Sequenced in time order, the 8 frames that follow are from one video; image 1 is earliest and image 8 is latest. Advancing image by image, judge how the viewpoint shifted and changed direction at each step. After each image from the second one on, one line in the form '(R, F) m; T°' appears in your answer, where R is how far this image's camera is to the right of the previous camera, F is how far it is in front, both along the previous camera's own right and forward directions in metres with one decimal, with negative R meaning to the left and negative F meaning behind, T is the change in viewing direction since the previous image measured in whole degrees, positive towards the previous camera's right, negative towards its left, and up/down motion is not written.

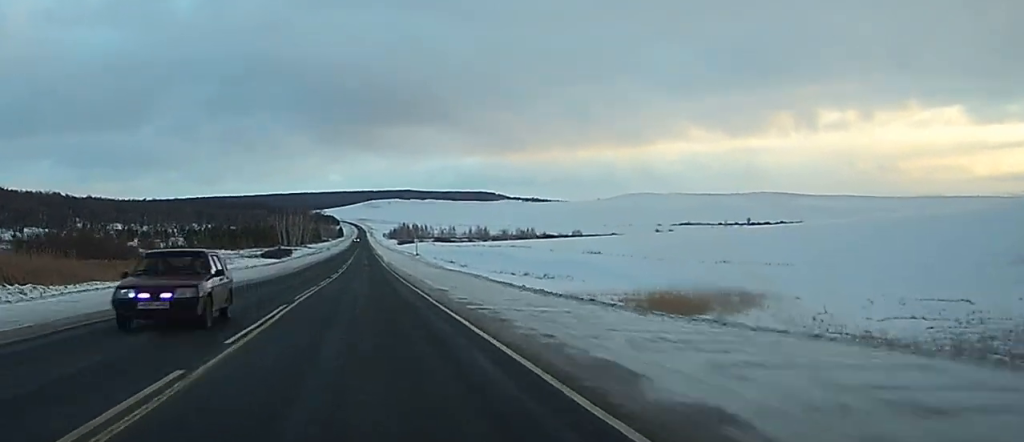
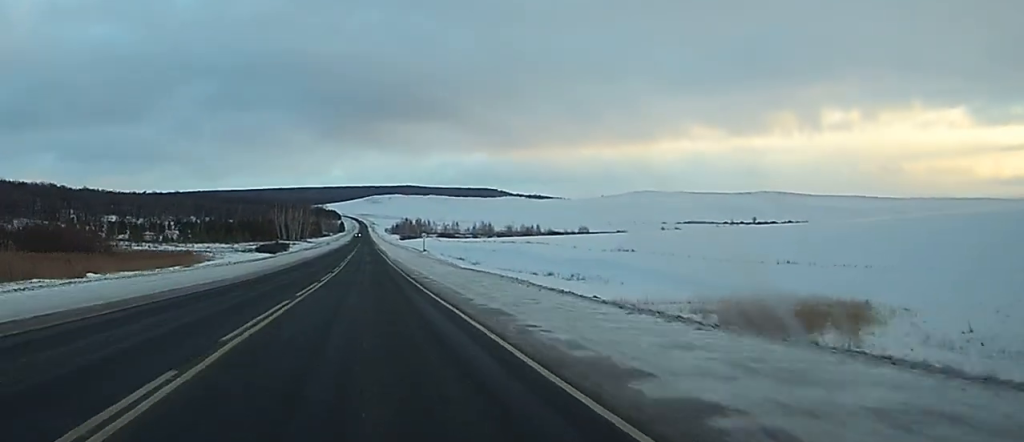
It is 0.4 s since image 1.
(0.0, +12.6) m; 0°
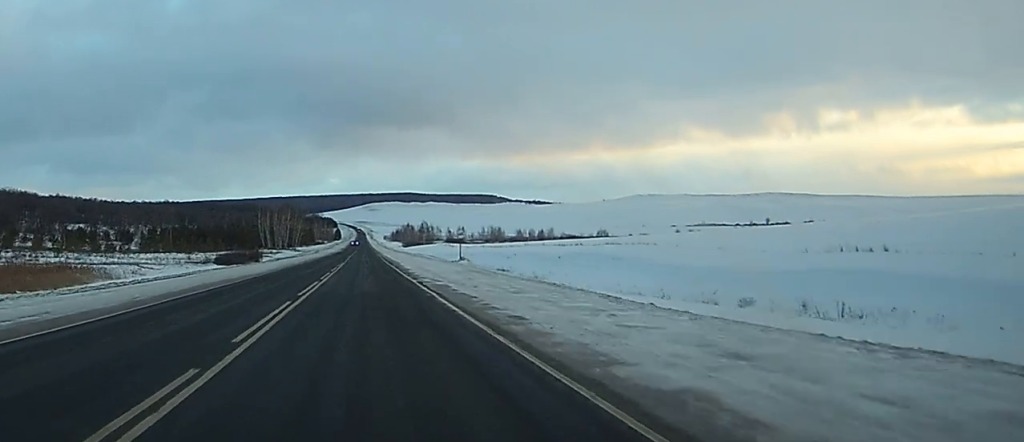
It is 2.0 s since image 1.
(0.0, +47.1) m; 0°
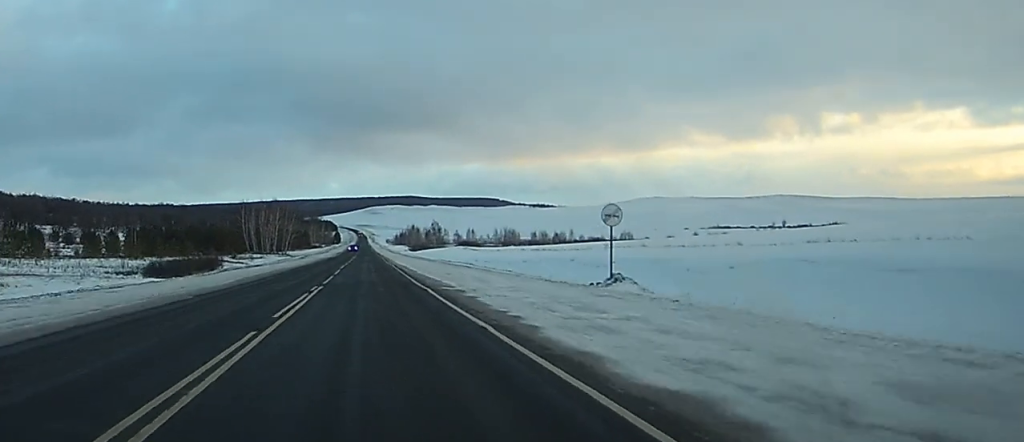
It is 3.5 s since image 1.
(0.0, +42.8) m; 0°
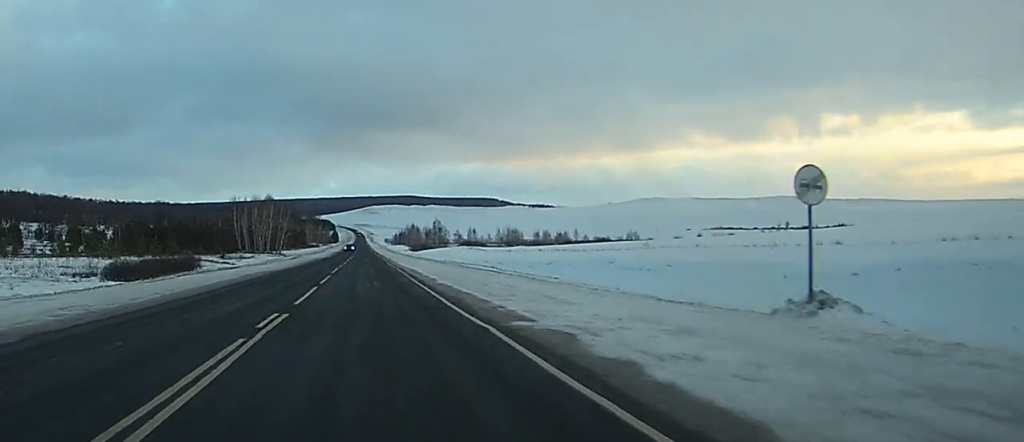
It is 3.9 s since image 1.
(0.0, +13.0) m; 0°
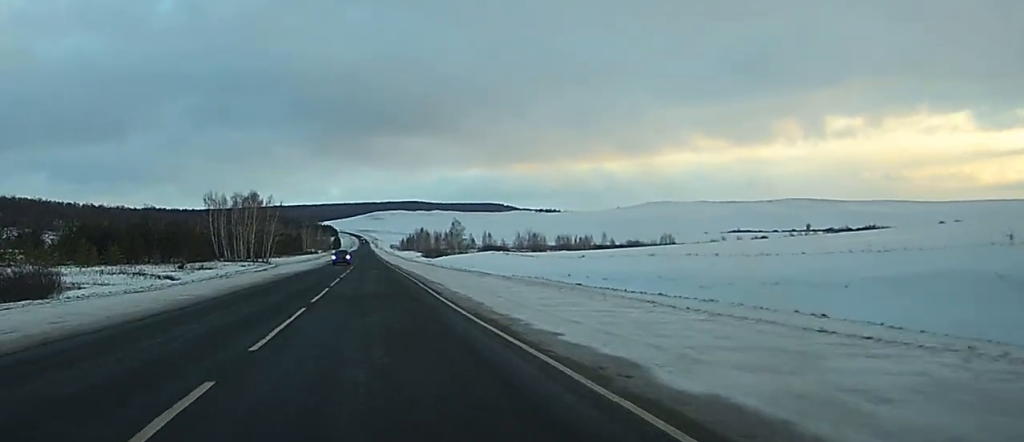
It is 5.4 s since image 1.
(0.0, +44.2) m; 0°
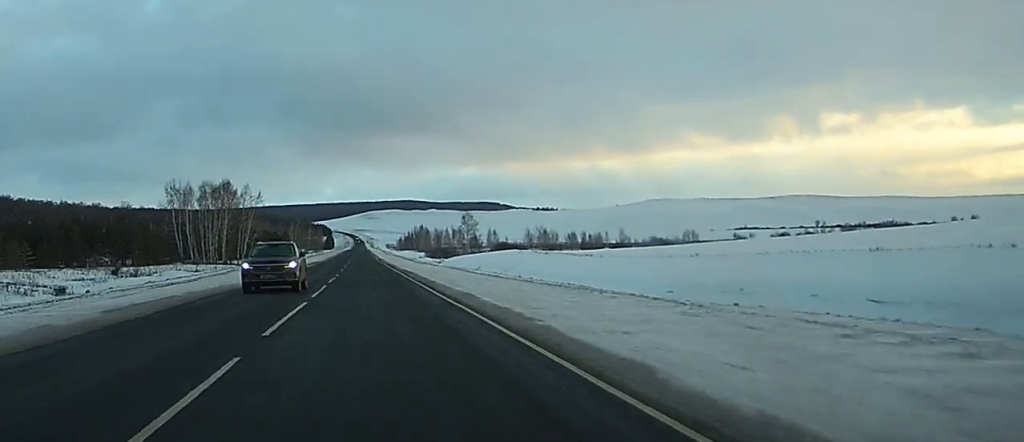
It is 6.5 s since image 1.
(0.0, +34.2) m; 0°
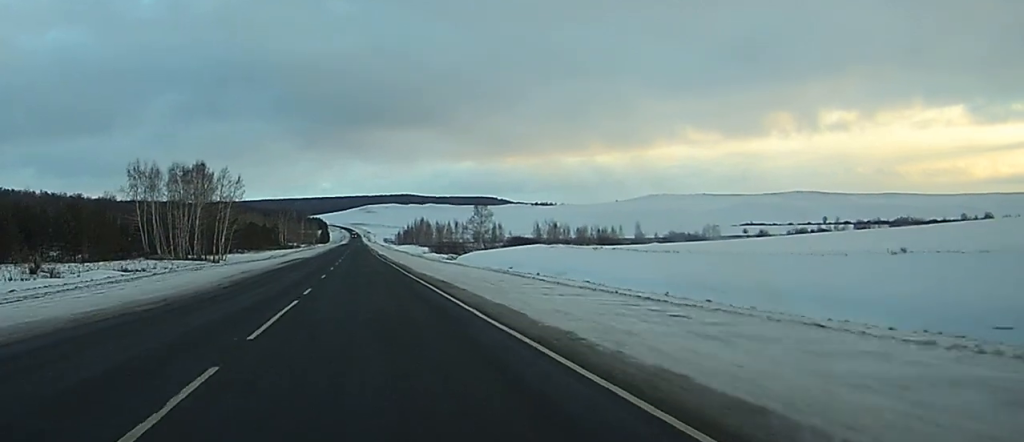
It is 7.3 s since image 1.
(+0.1, +25.2) m; 0°
